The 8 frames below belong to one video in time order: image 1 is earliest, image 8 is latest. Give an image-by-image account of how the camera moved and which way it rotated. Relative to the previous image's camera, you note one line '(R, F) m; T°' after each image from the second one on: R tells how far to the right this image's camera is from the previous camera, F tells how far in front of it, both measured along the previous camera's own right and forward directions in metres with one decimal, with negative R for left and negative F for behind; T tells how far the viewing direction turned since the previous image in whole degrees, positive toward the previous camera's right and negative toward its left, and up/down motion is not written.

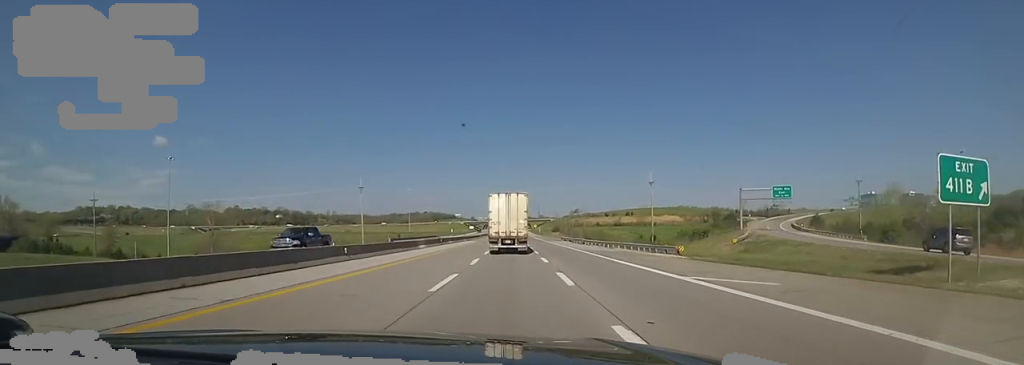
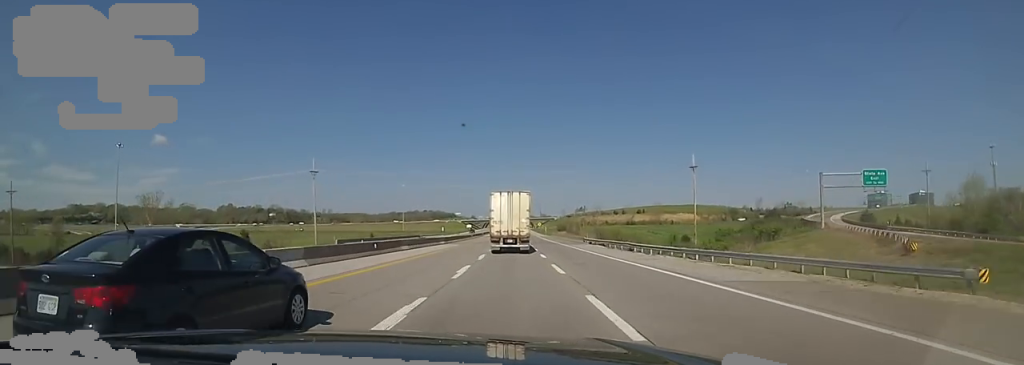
(0.0, +26.1) m; 0°
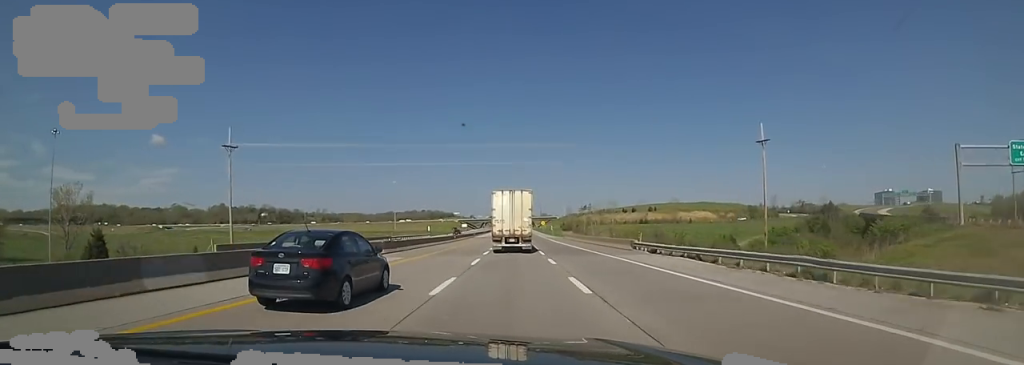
(0.0, +25.0) m; 0°
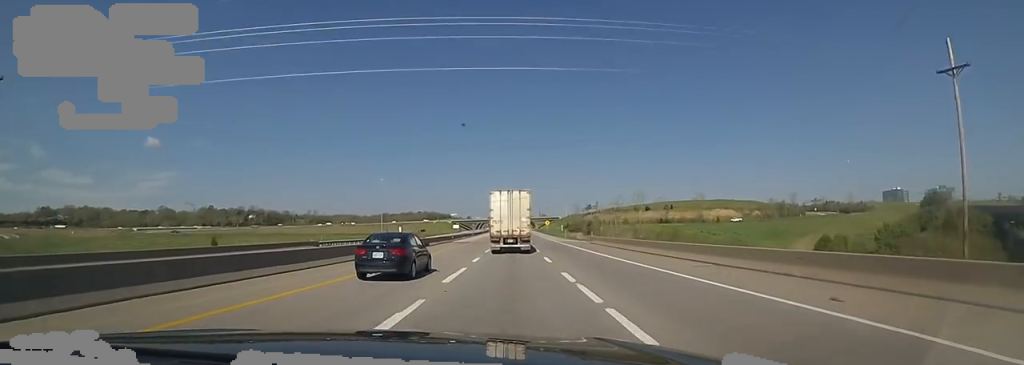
(0.0, +31.3) m; 0°
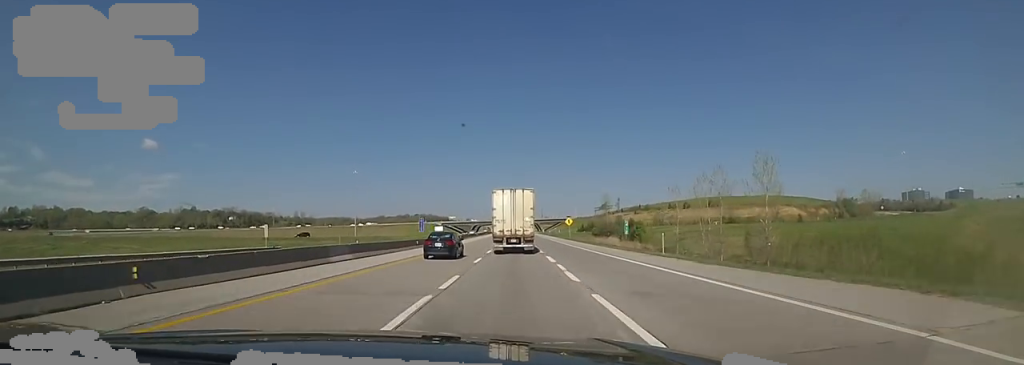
(-1.4, +55.2) m; -3°
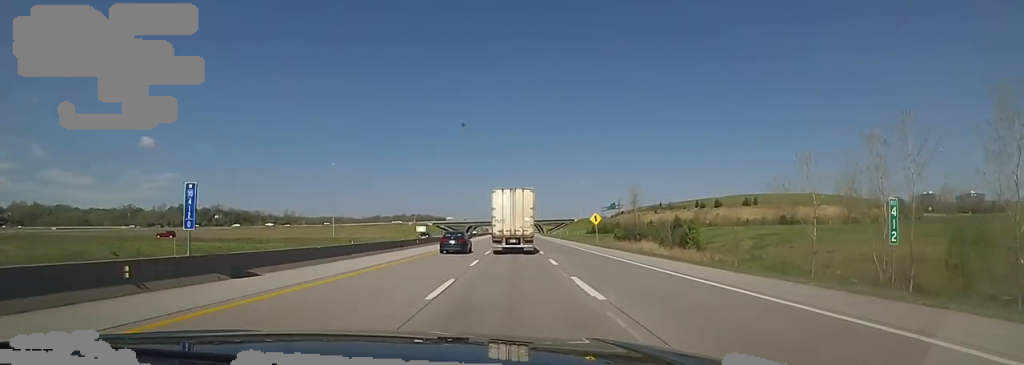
(-0.2, +31.2) m; +1°
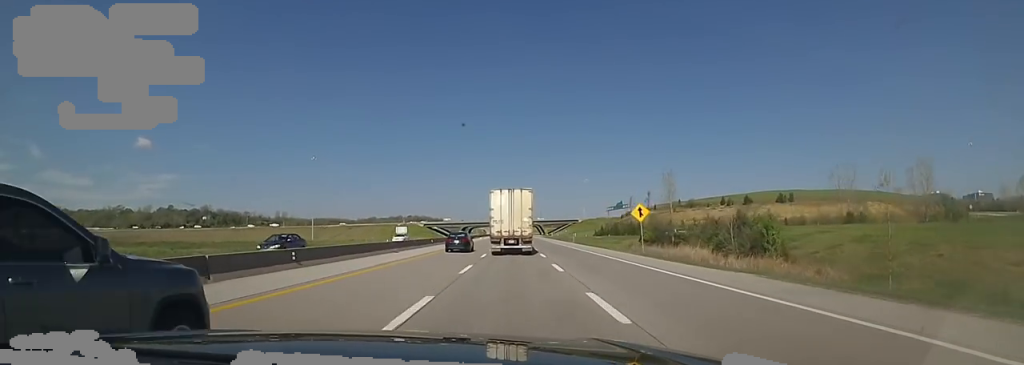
(+0.6, +22.9) m; +2°
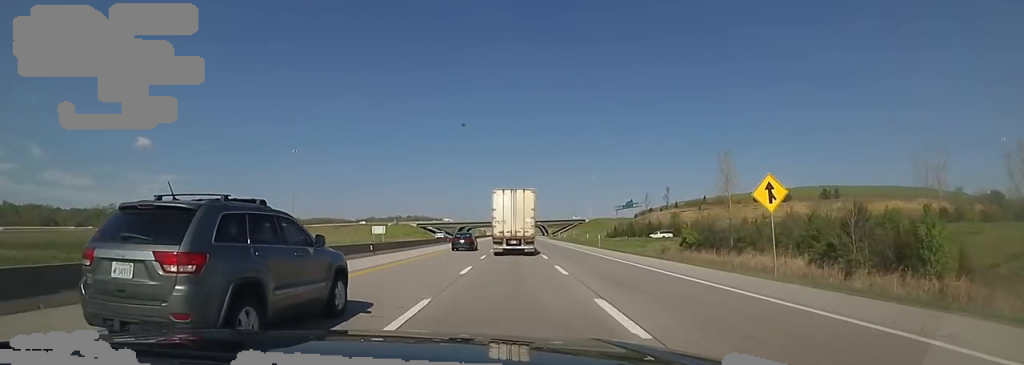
(0.0, +20.9) m; 0°
